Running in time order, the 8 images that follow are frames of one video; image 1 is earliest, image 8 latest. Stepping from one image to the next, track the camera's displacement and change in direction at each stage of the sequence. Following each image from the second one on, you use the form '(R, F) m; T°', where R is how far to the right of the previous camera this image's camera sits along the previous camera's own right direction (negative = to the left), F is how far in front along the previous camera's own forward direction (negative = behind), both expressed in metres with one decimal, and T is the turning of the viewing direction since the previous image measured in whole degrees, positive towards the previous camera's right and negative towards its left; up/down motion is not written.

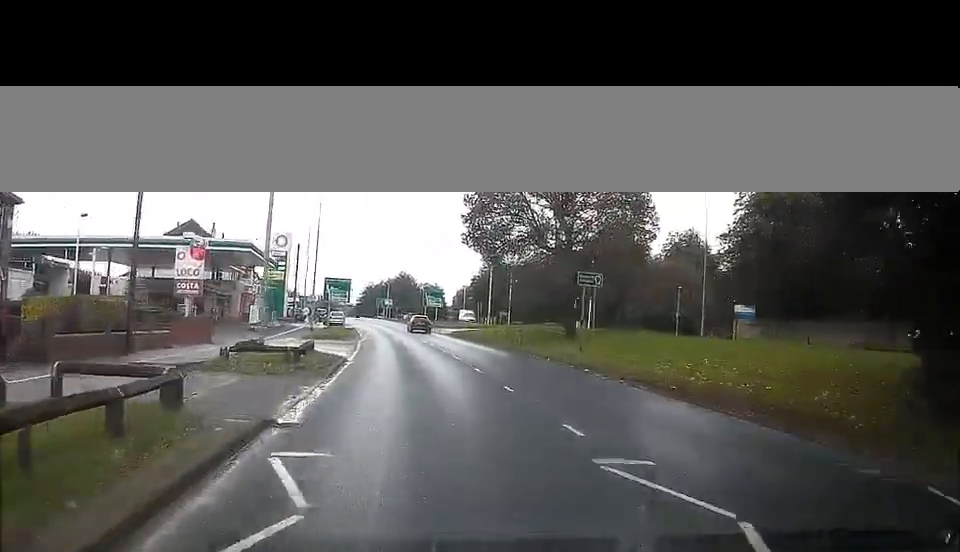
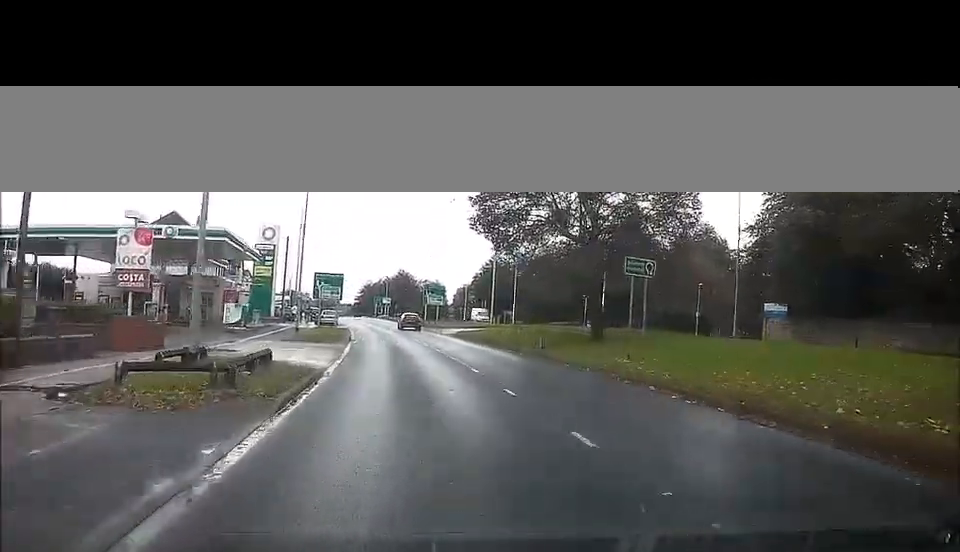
(0.0, +7.1) m; 0°
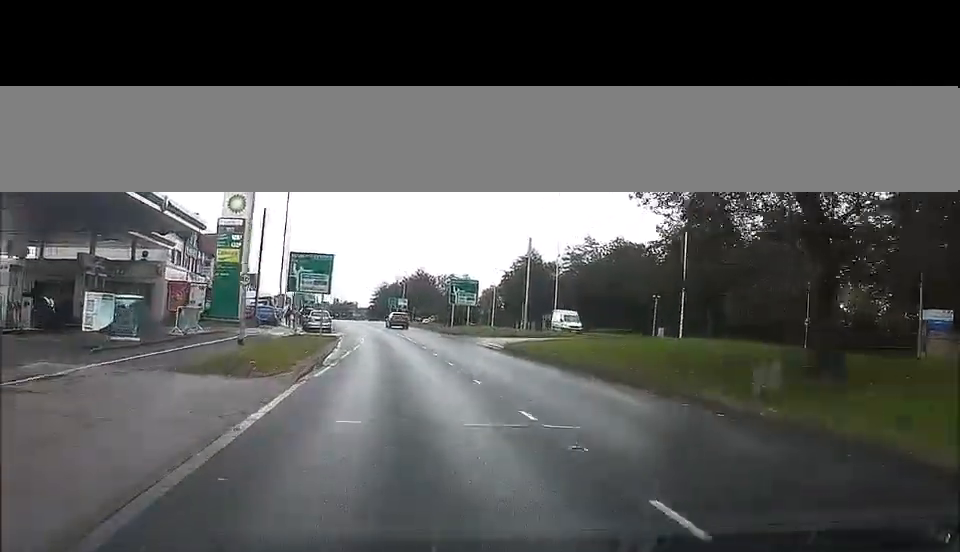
(+0.1, +21.8) m; +2°
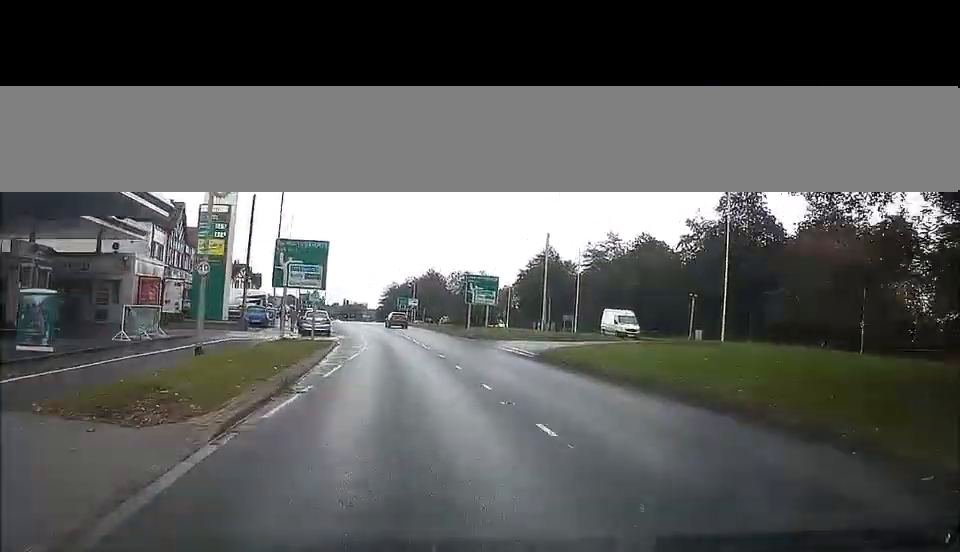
(+0.1, +7.6) m; 0°
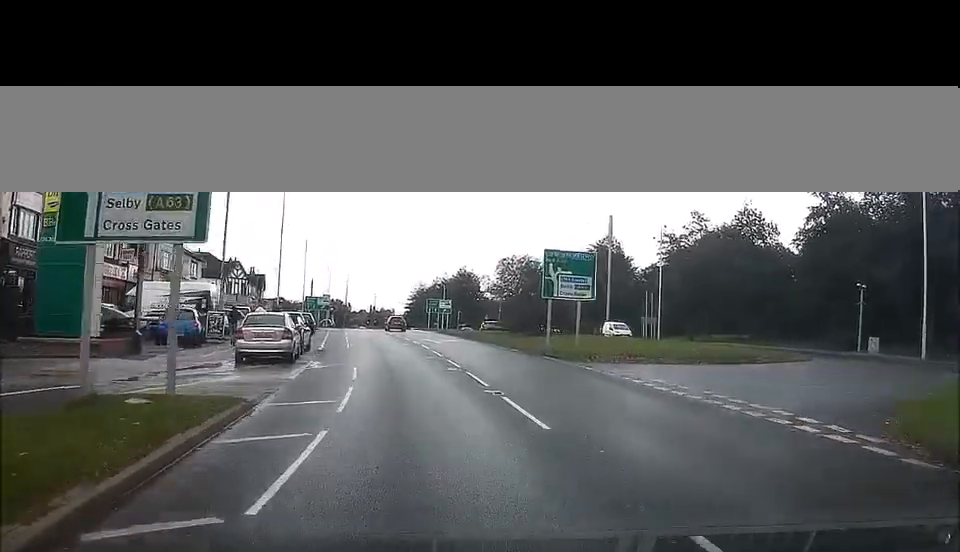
(-0.6, +23.8) m; -3°
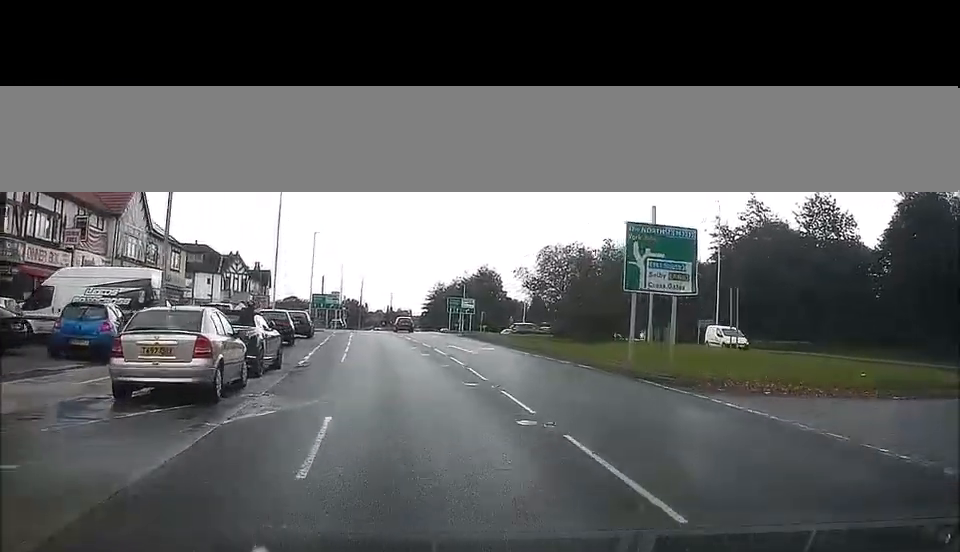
(-0.1, +11.0) m; -2°
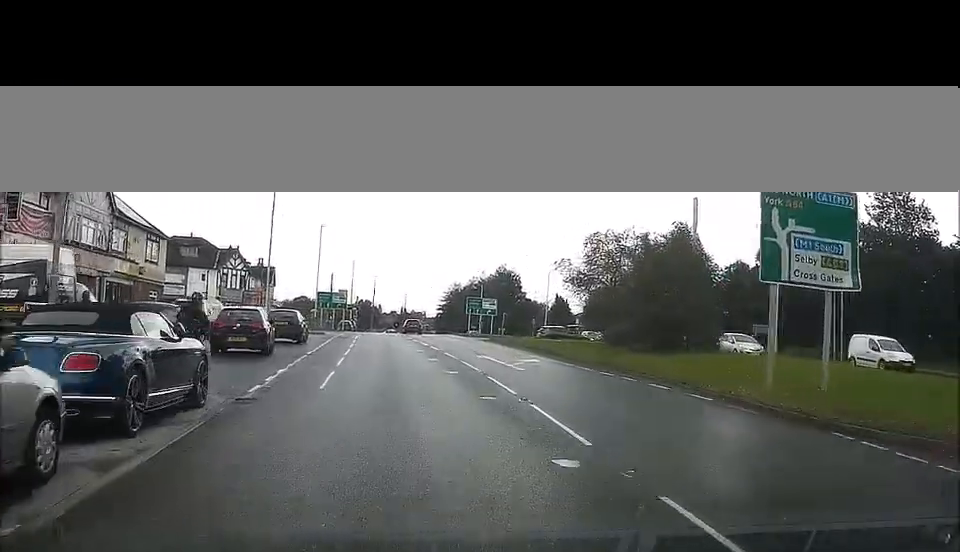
(0.0, +8.9) m; -1°
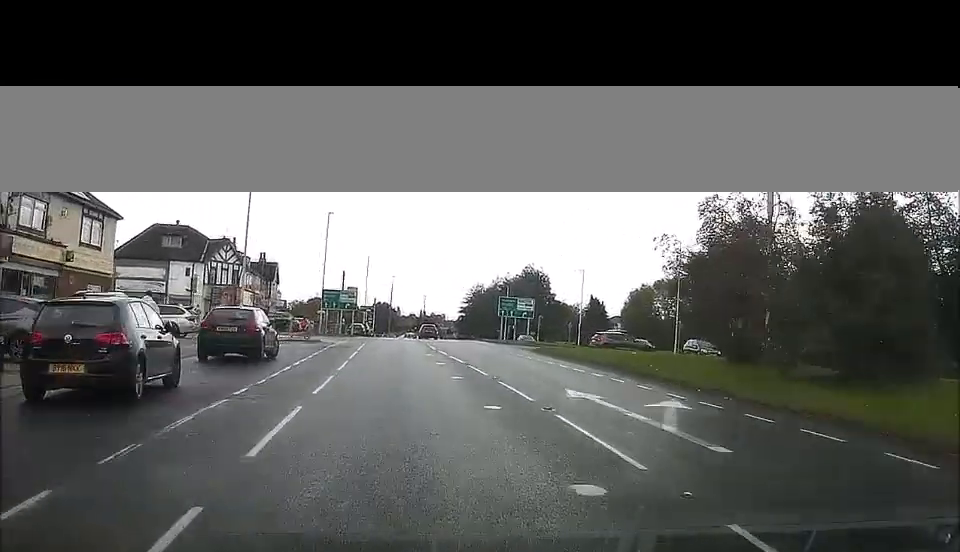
(-0.4, +13.1) m; -2°
